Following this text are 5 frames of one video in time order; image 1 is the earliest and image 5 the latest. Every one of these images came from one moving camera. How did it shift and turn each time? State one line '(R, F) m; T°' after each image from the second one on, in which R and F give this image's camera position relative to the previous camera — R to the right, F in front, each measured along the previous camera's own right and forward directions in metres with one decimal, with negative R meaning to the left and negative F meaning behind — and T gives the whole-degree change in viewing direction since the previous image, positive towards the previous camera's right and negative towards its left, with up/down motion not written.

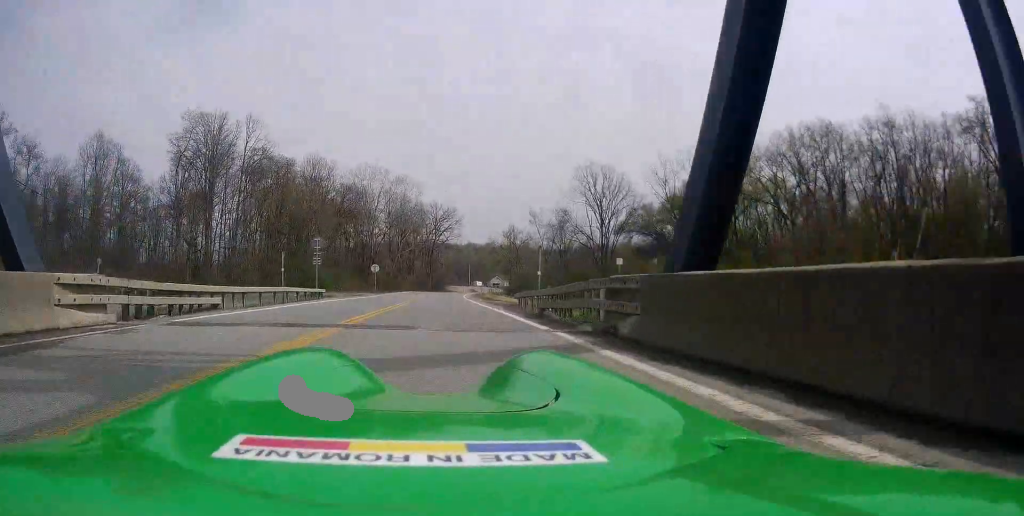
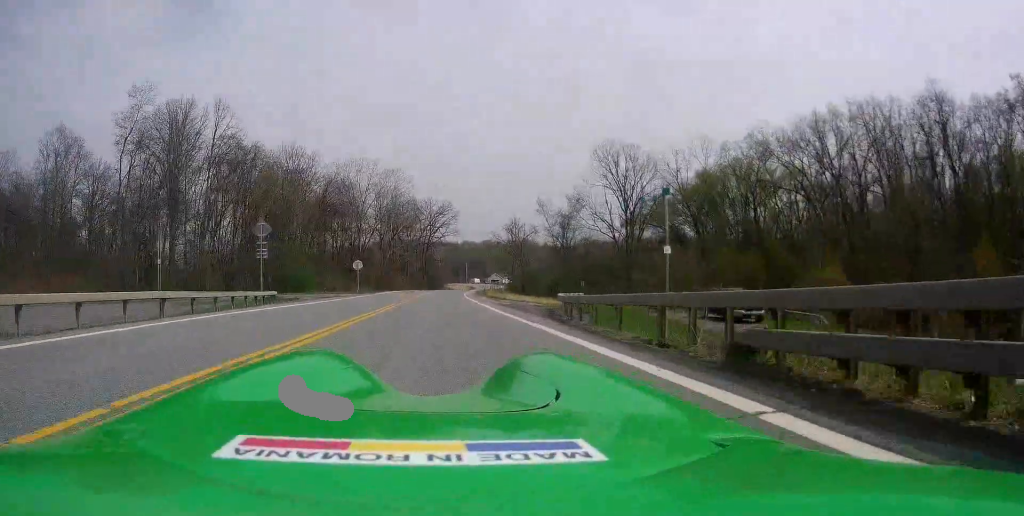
(+0.2, +11.0) m; +2°
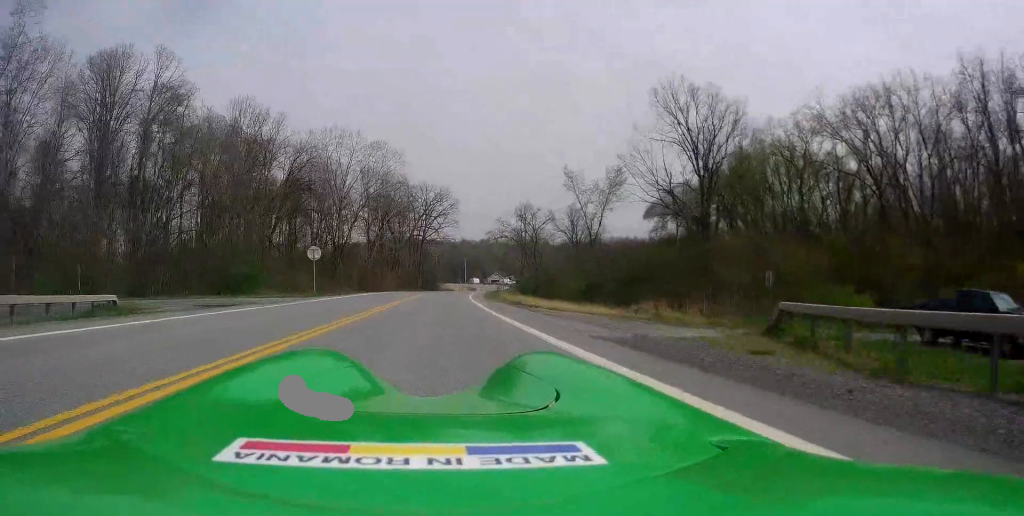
(+0.5, +18.1) m; +2°
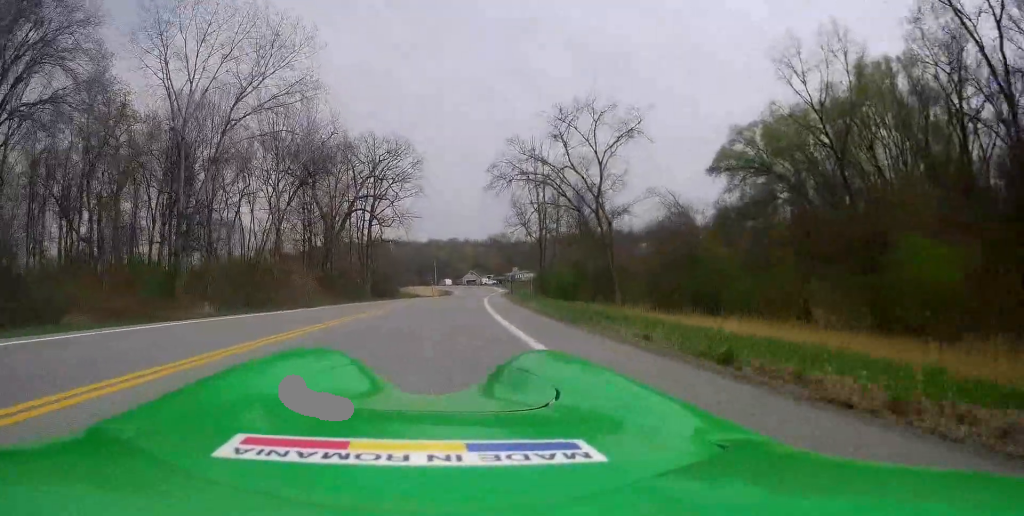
(-0.1, +47.3) m; +1°
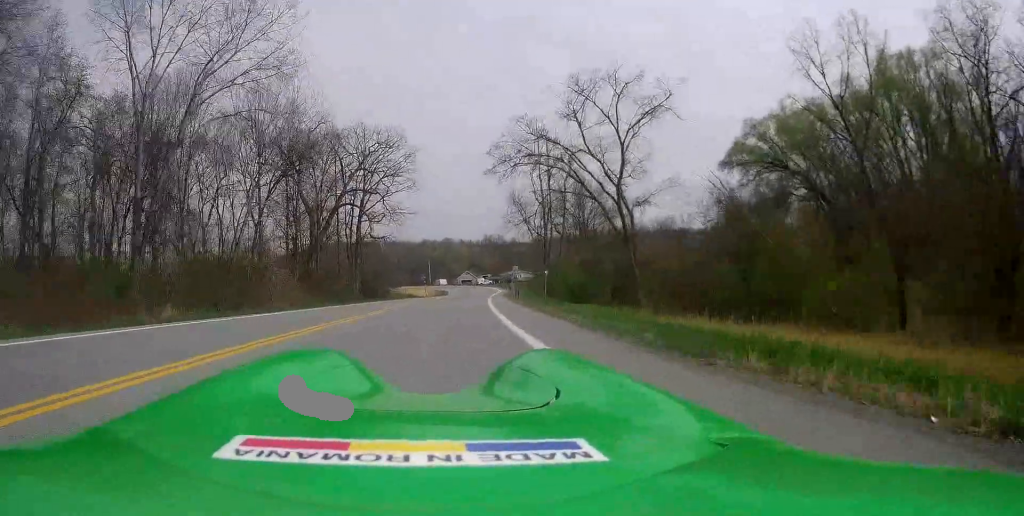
(+0.1, +5.6) m; 0°
